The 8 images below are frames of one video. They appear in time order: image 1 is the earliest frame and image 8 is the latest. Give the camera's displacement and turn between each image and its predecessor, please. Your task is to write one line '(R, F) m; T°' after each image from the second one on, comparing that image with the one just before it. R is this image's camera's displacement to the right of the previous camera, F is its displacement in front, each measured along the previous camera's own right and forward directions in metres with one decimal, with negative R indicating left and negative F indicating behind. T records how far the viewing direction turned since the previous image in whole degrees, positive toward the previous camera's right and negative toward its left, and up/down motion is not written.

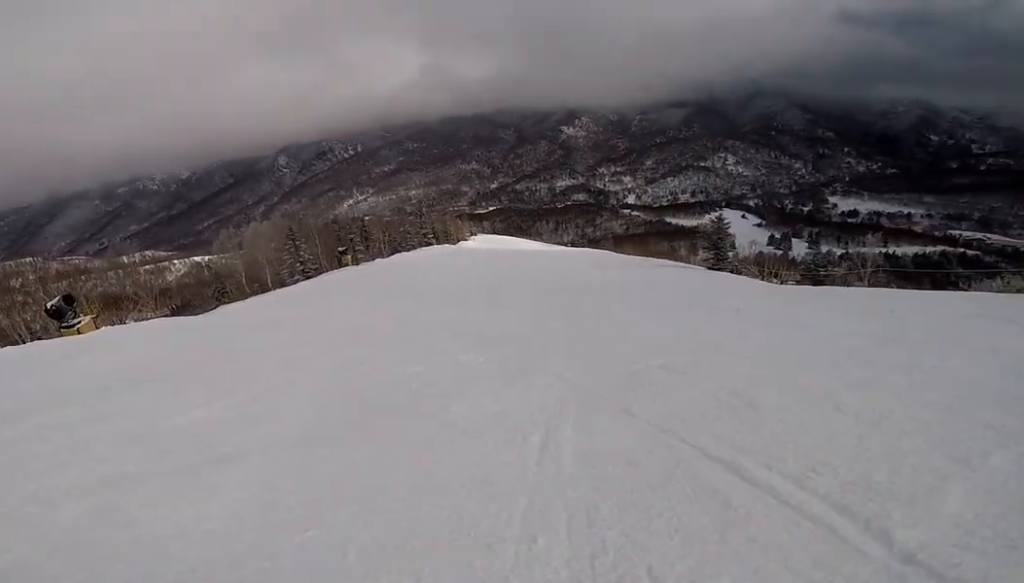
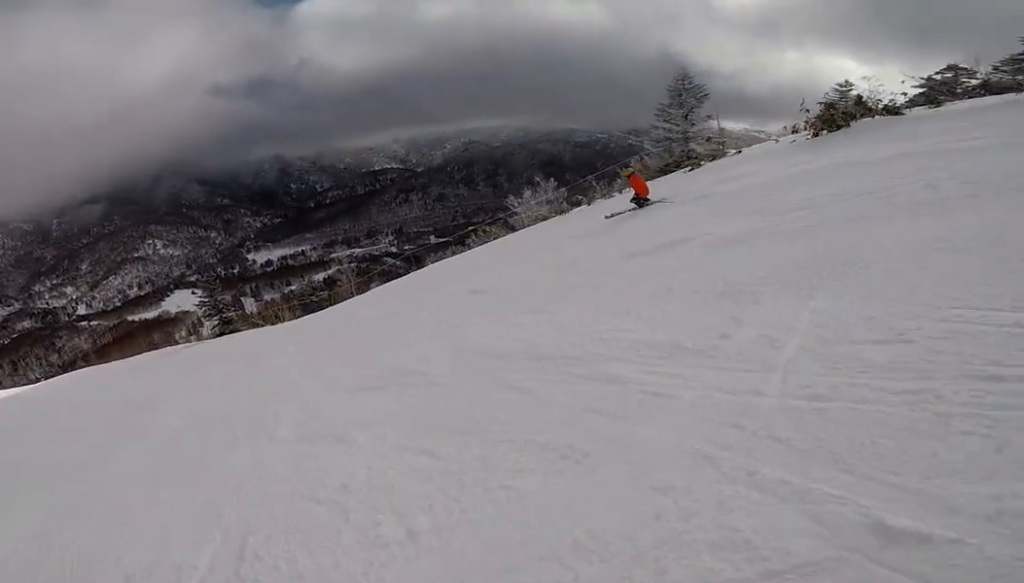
(+3.3, +7.4) m; +19°
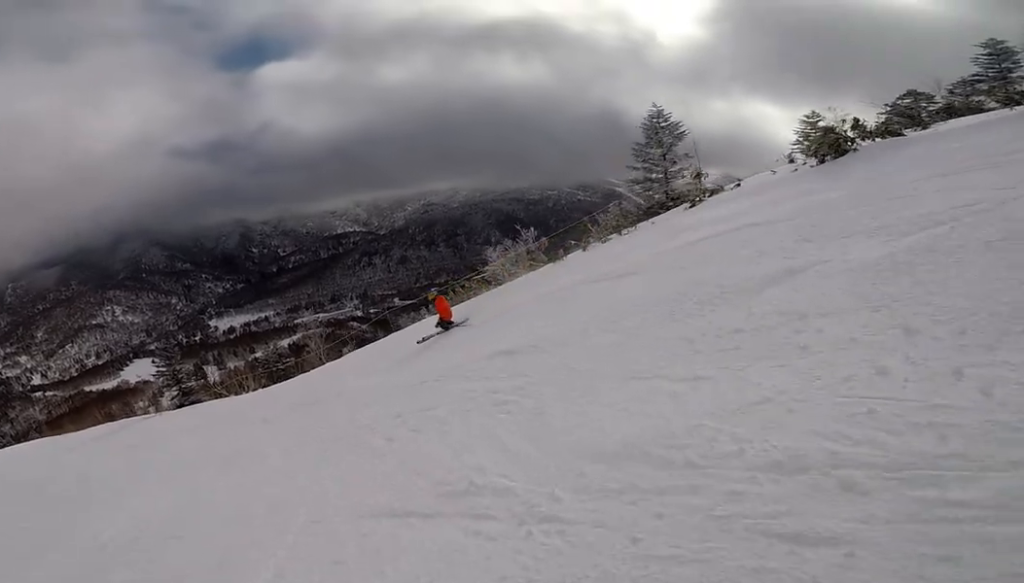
(+0.1, +2.2) m; -10°
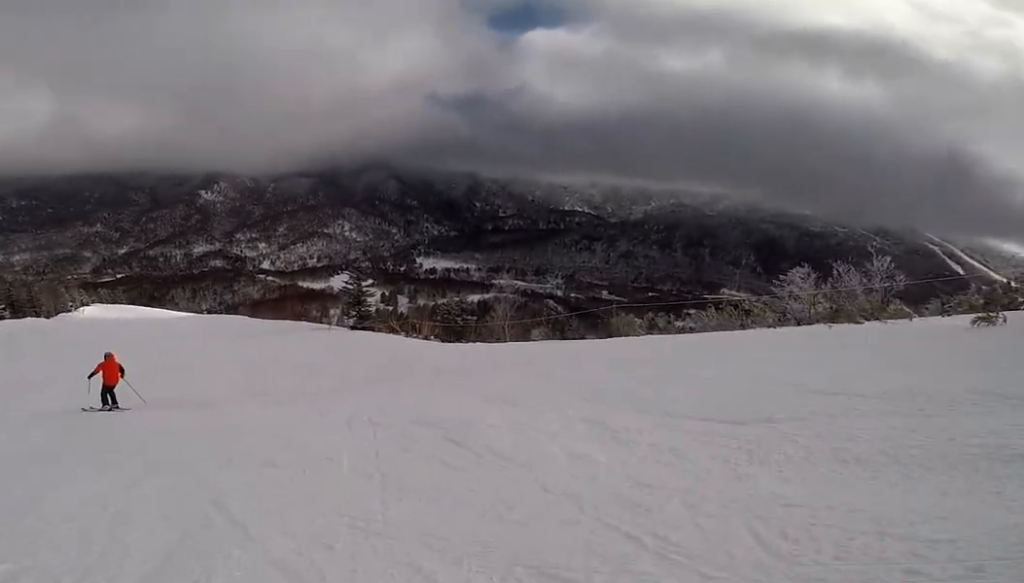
(-1.4, +5.1) m; -32°
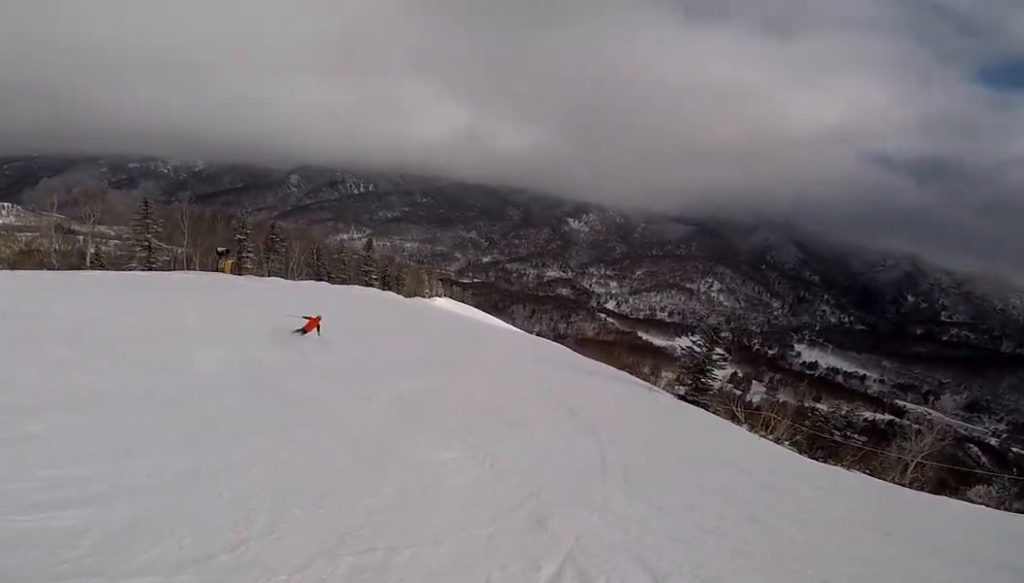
(-1.0, +4.0) m; -13°
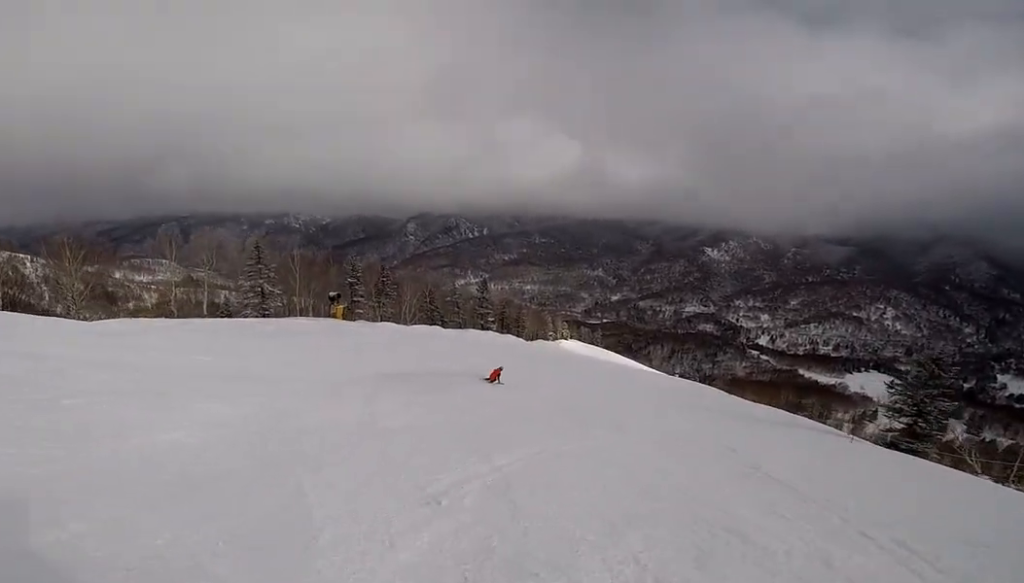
(-0.4, +4.2) m; -5°
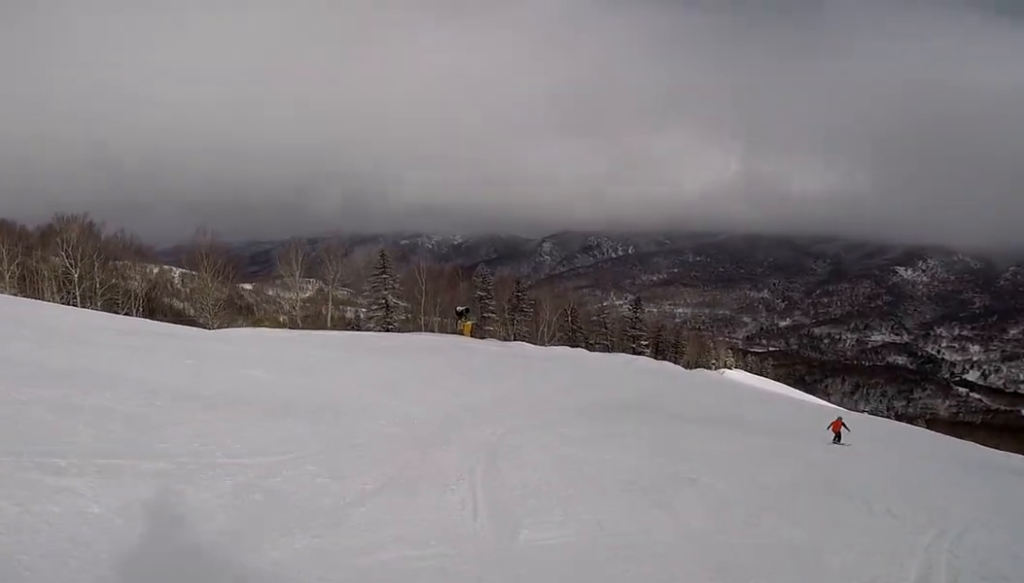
(0.0, +4.6) m; +6°
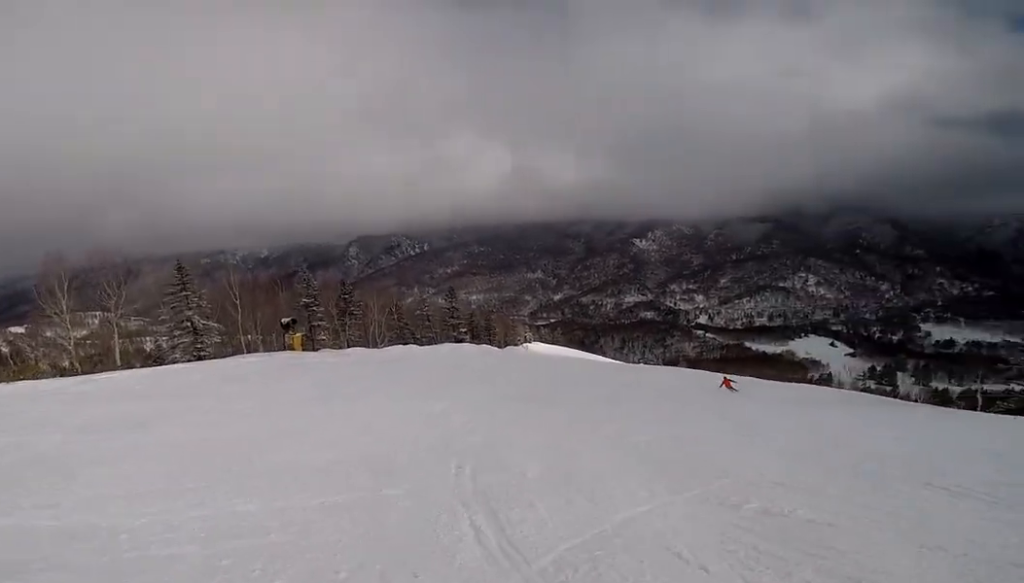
(0.0, +5.0) m; +29°
